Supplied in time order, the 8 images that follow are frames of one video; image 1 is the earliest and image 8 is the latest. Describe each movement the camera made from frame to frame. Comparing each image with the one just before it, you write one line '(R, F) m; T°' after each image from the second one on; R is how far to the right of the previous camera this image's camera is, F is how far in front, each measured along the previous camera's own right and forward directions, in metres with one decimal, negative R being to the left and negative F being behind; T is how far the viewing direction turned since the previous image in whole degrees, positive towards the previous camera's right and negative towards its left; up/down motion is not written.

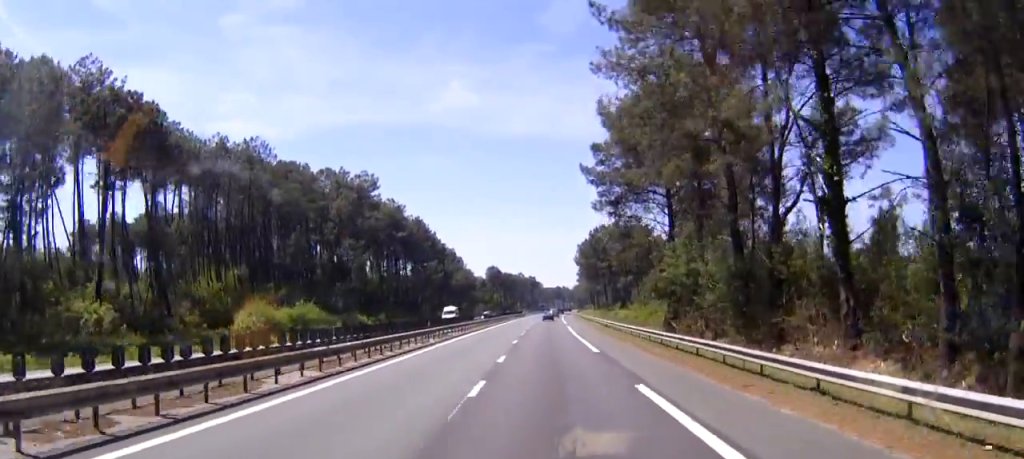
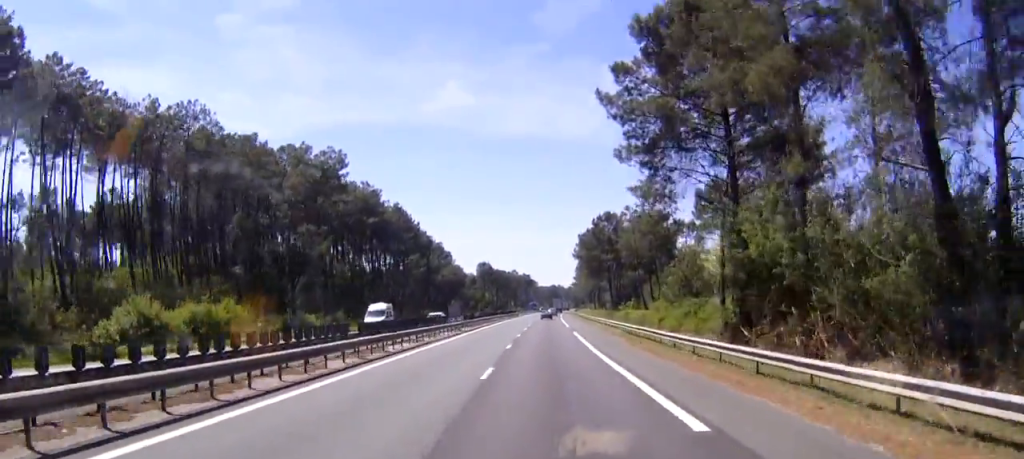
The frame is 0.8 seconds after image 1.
(0.0, +19.4) m; 0°
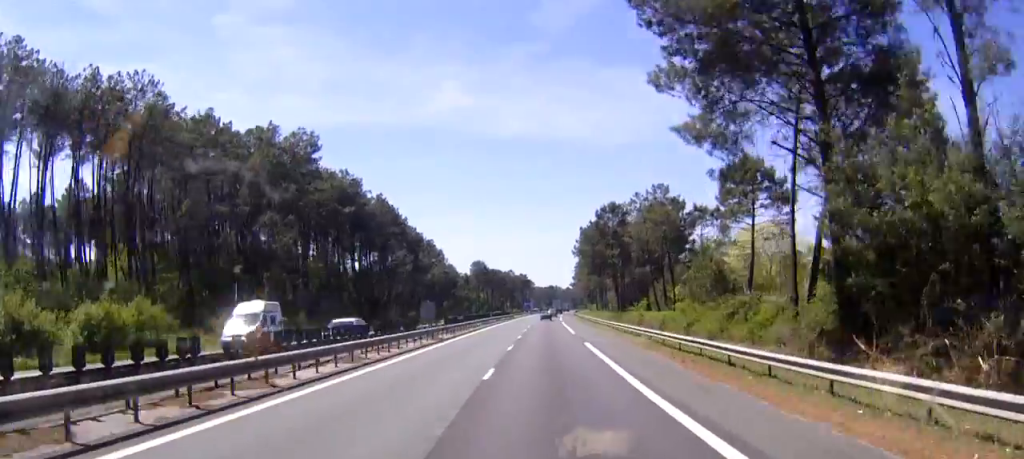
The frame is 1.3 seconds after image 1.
(0.0, +12.9) m; 0°
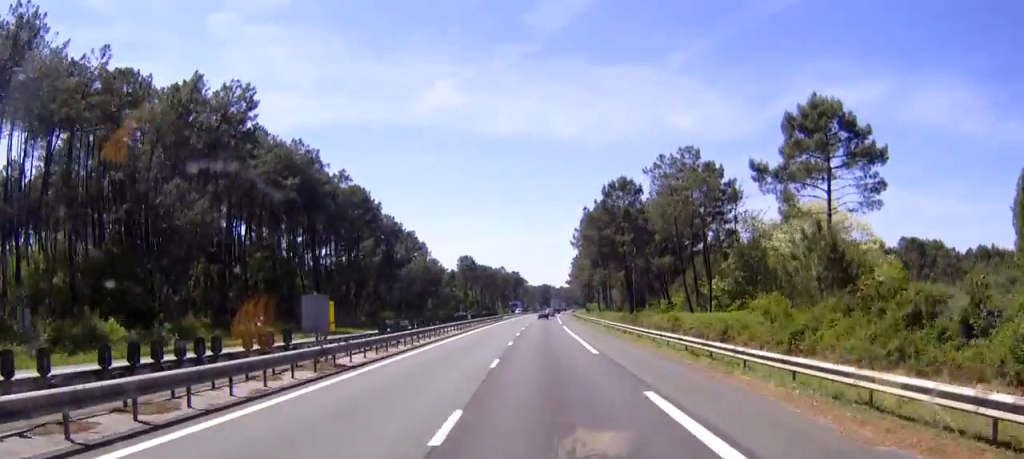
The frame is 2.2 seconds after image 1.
(0.0, +21.8) m; 0°
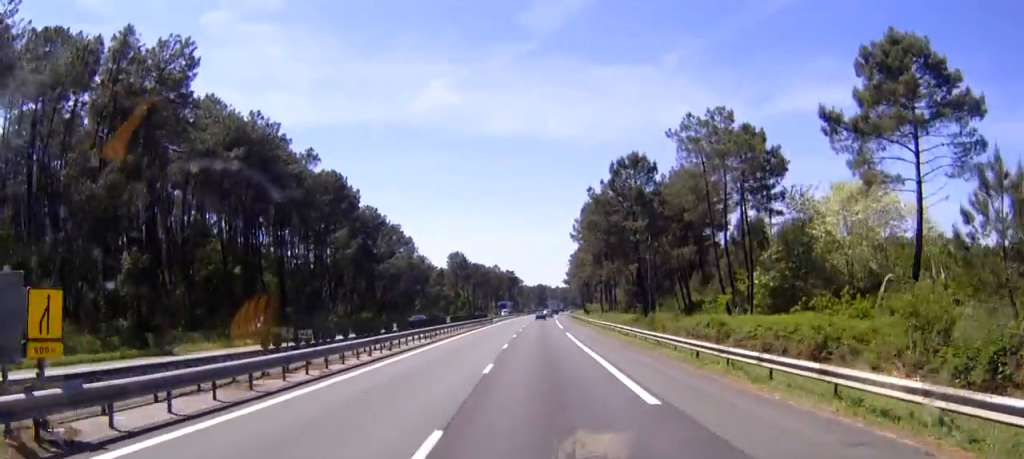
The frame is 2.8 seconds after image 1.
(-0.1, +14.5) m; 0°
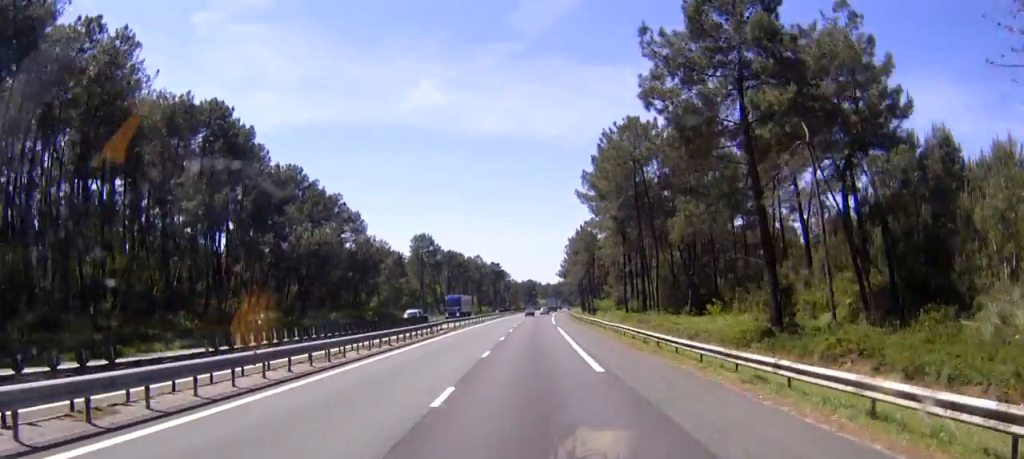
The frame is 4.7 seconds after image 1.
(+0.7, +46.0) m; +1°
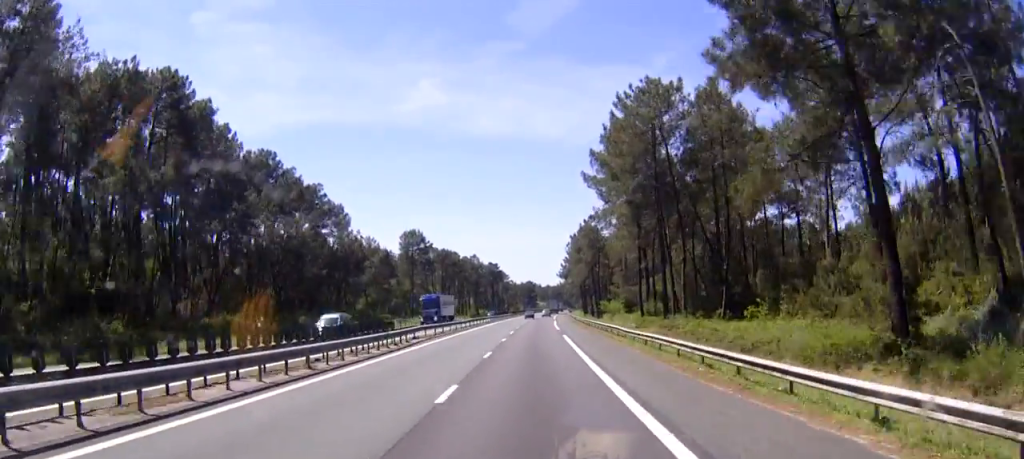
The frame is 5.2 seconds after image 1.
(0.0, +12.2) m; 0°
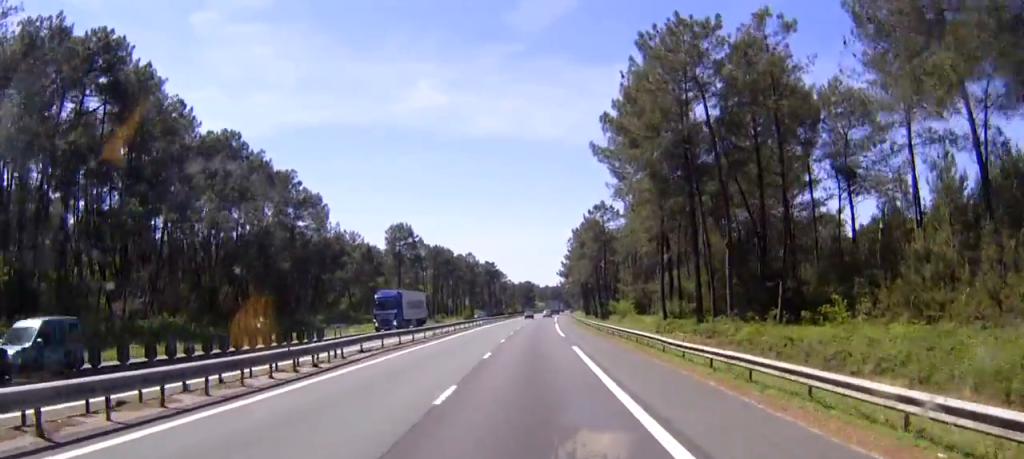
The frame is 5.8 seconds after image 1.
(0.0, +13.1) m; 0°
